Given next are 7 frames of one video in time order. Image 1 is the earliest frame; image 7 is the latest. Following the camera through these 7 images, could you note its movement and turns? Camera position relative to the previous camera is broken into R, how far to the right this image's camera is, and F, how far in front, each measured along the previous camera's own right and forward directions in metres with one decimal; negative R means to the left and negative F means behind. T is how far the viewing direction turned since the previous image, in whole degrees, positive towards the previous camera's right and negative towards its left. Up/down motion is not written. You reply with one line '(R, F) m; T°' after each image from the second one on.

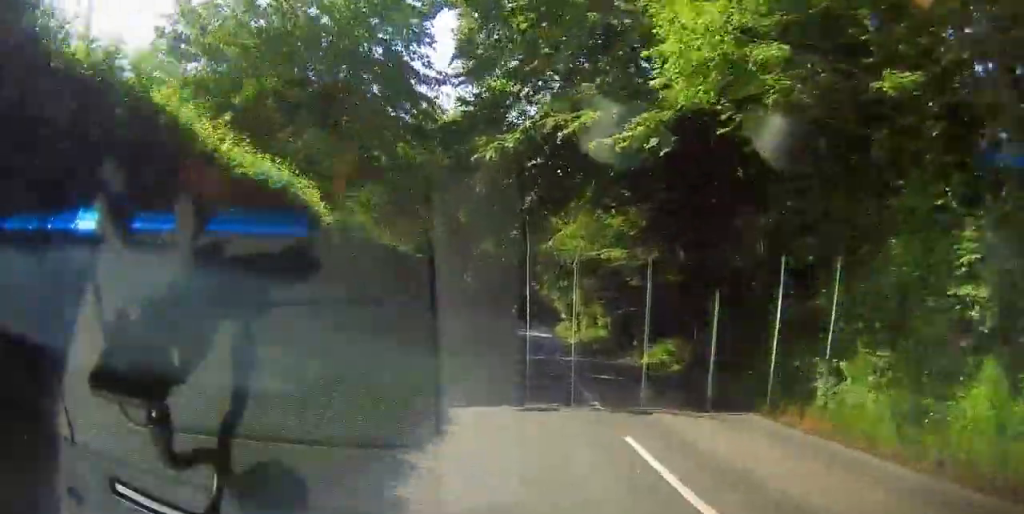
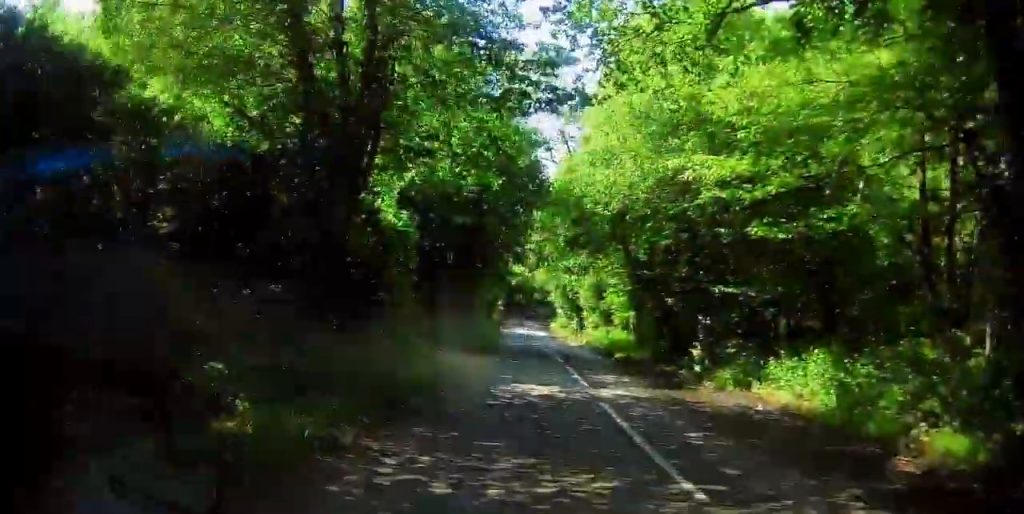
(0.0, +15.6) m; 0°
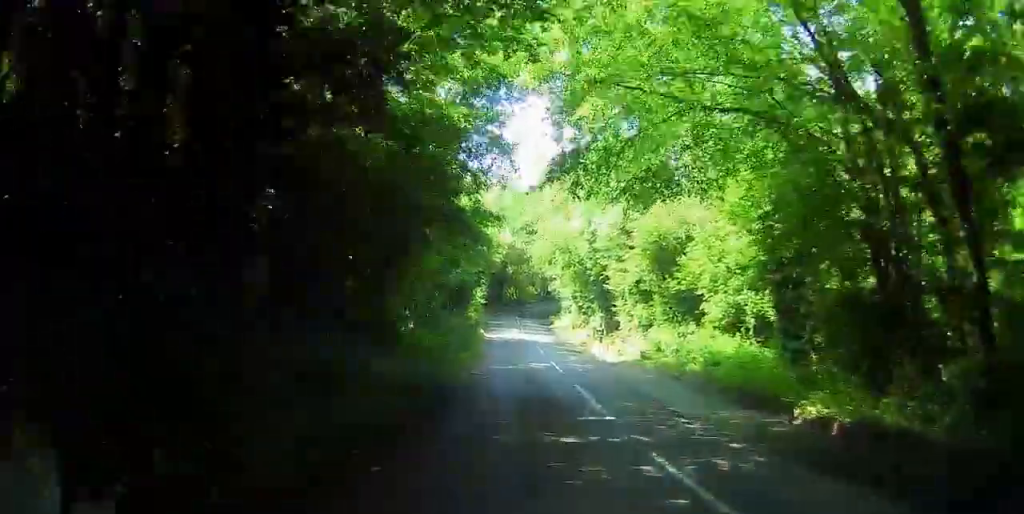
(0.0, +22.7) m; 0°
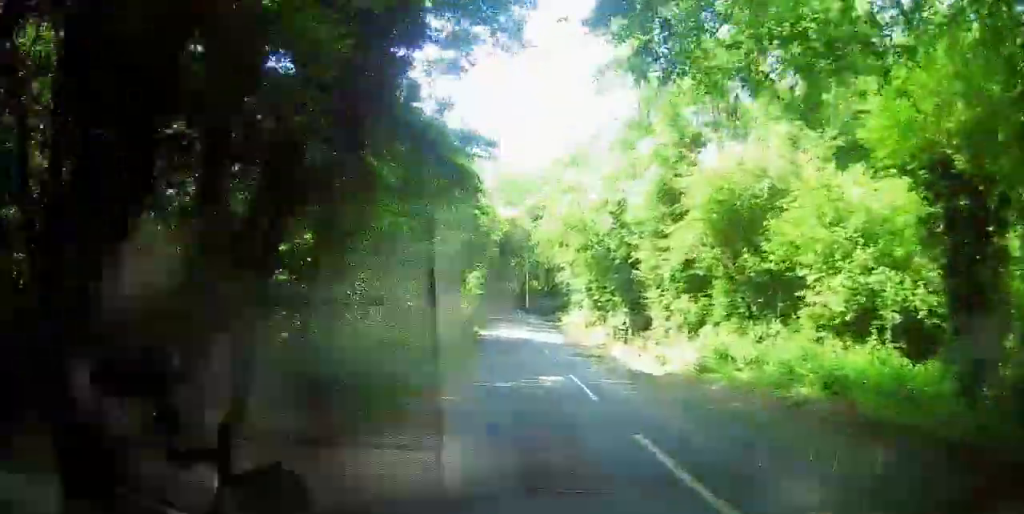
(0.0, +8.0) m; 0°
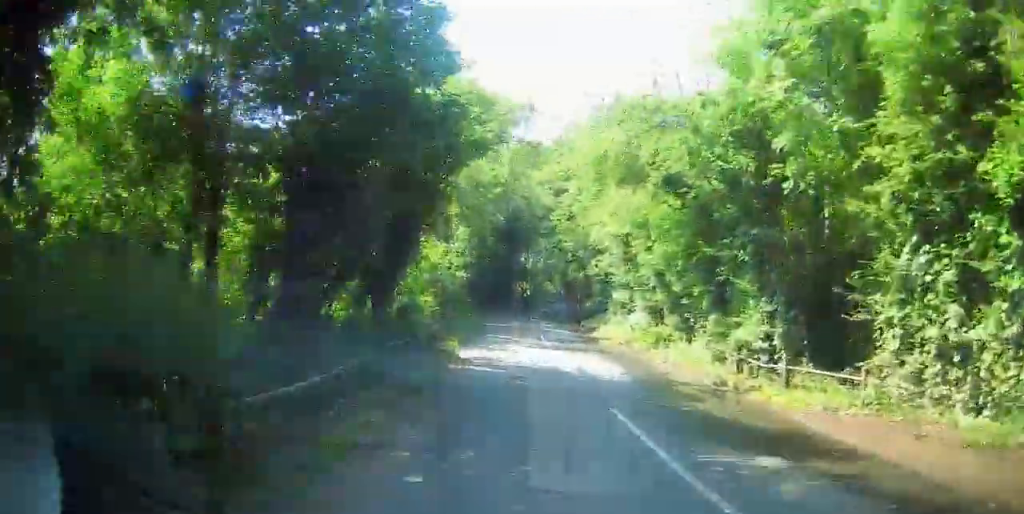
(0.0, +17.5) m; 0°
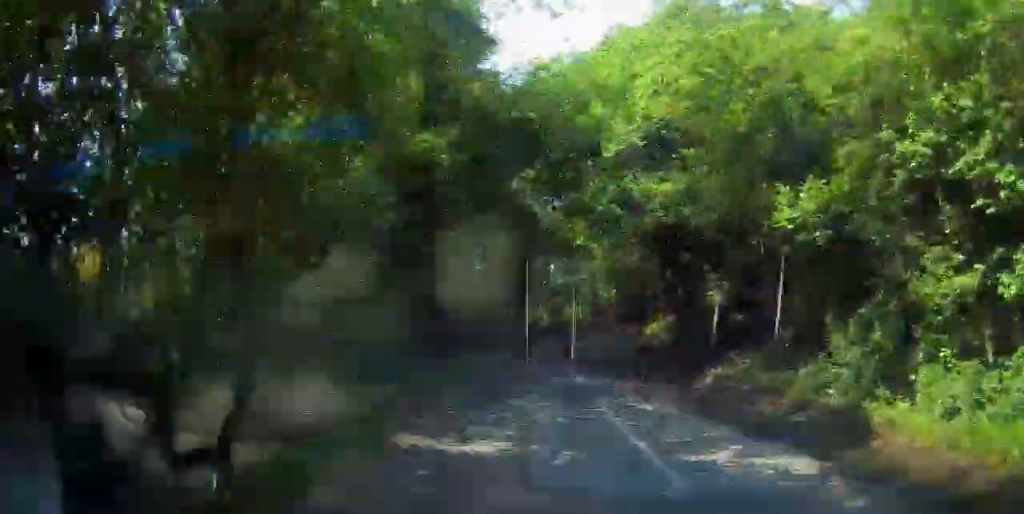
(0.0, +27.2) m; 0°
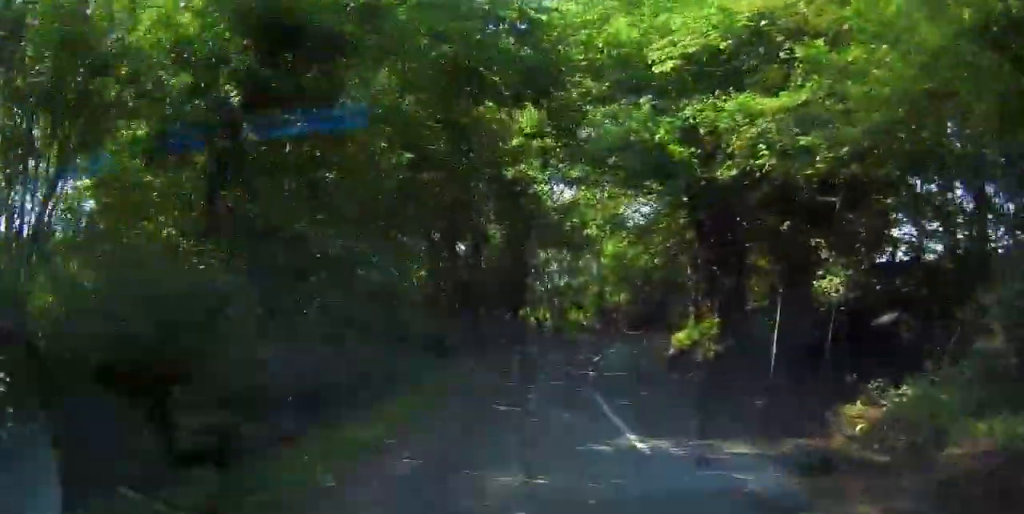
(0.0, +8.6) m; +2°
